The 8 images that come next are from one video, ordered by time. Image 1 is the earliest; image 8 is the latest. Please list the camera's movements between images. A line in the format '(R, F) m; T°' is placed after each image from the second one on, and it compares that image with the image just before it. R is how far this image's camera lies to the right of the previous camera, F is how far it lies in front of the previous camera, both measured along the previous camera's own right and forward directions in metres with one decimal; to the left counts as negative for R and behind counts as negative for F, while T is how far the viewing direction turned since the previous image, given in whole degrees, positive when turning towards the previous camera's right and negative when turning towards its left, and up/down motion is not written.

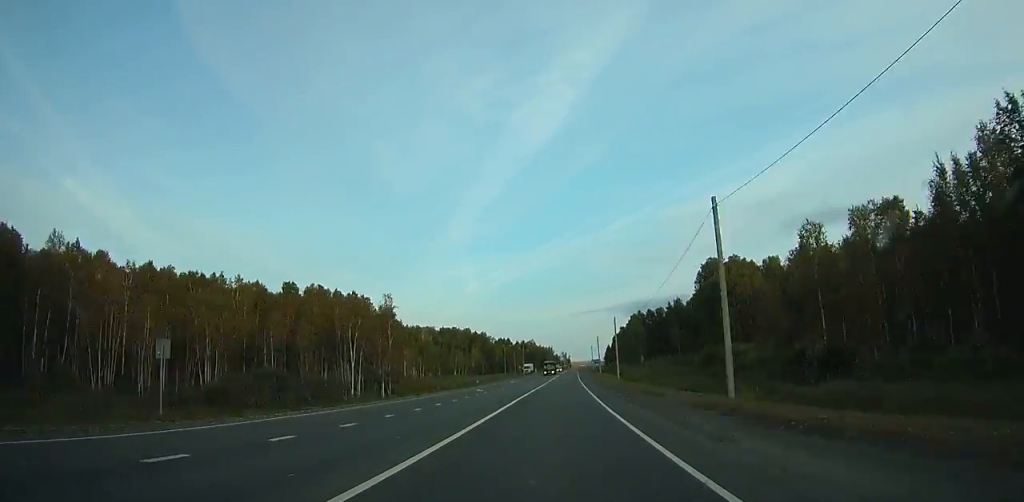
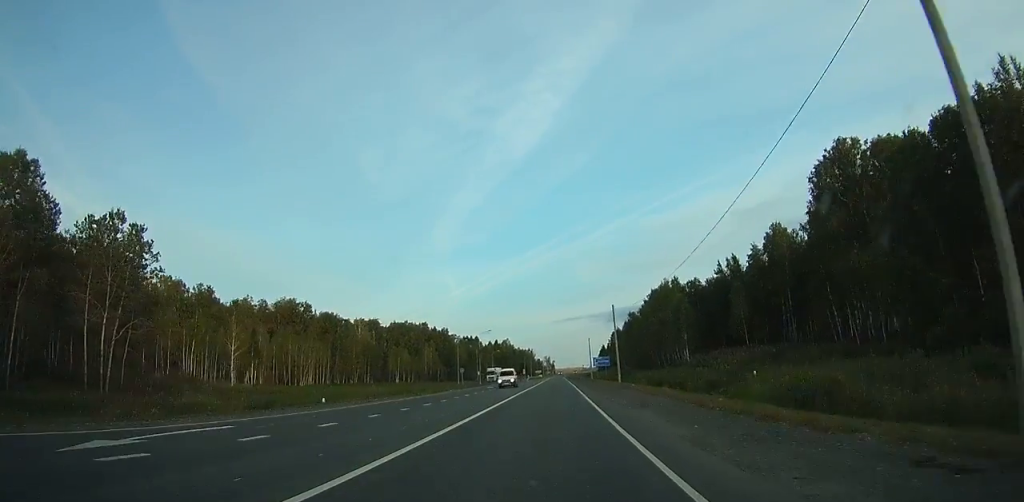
(+0.6, +72.3) m; +1°
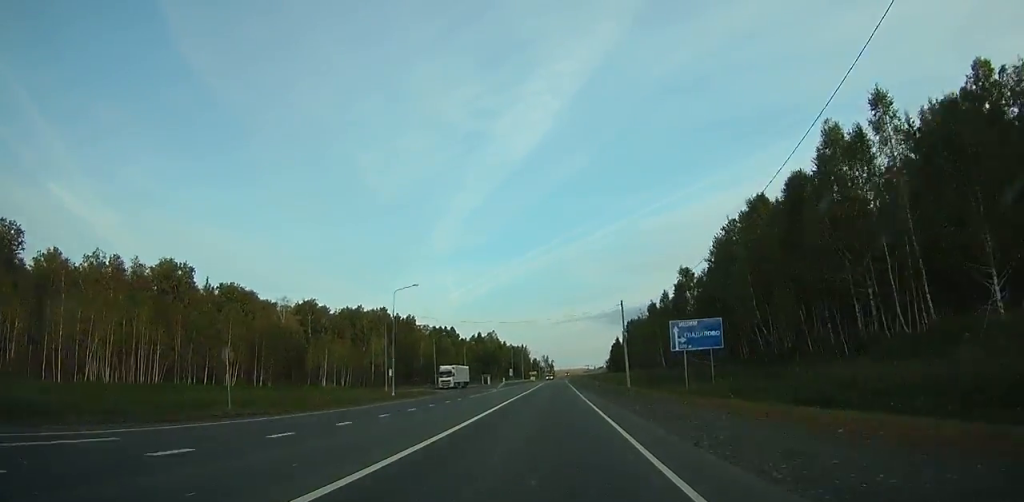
(+0.5, +62.9) m; +1°
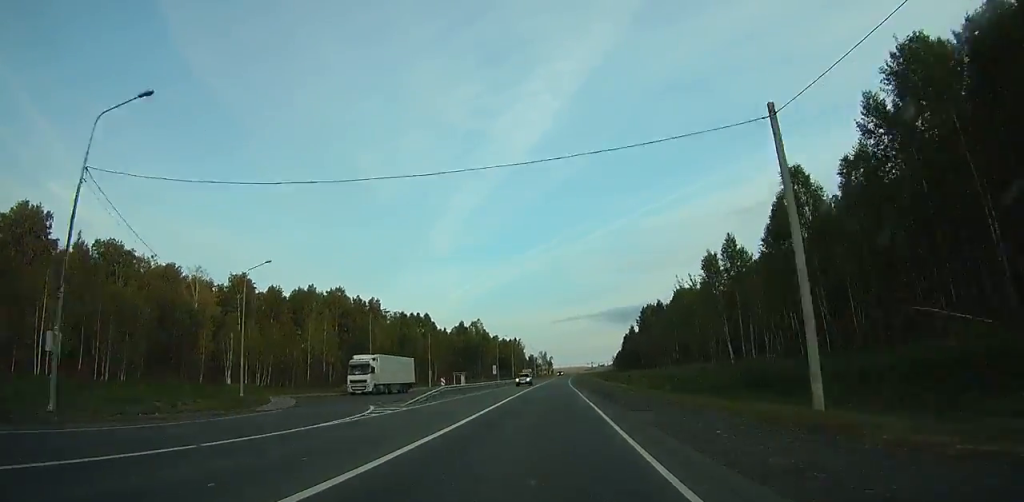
(0.0, +41.0) m; 0°
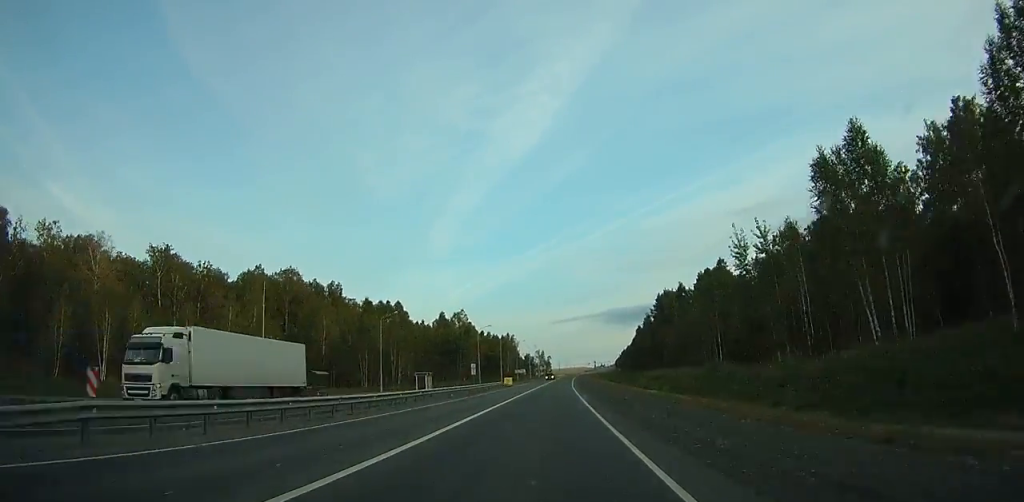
(0.0, +30.3) m; 0°
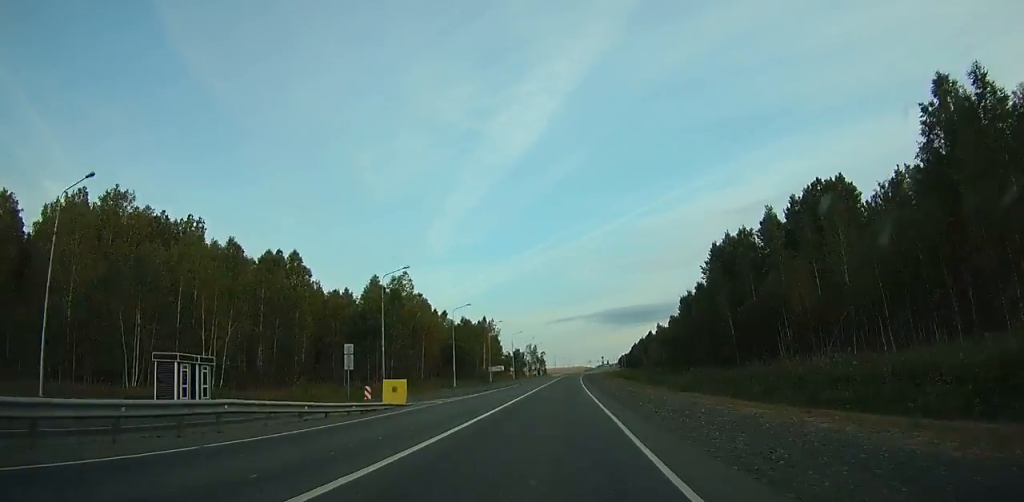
(+0.2, +58.6) m; 0°
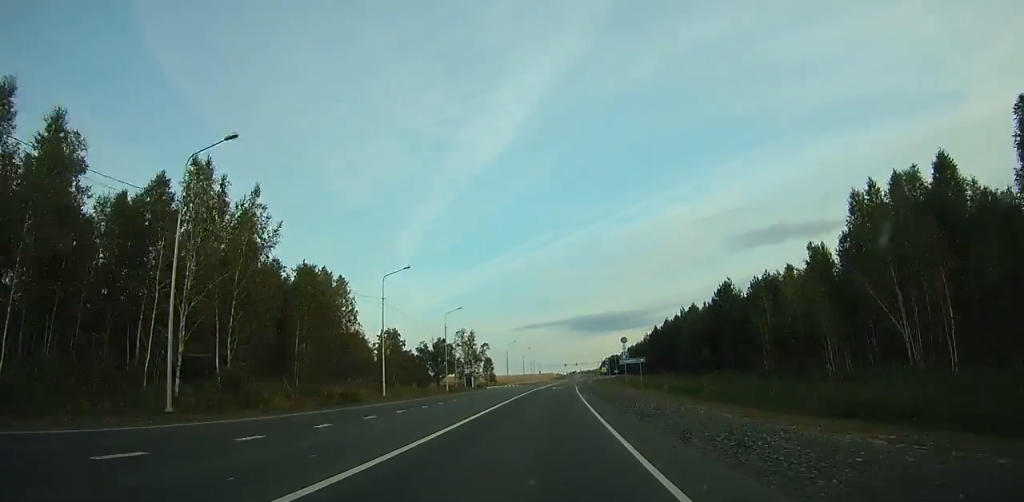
(+2.3, +119.5) m; +3°
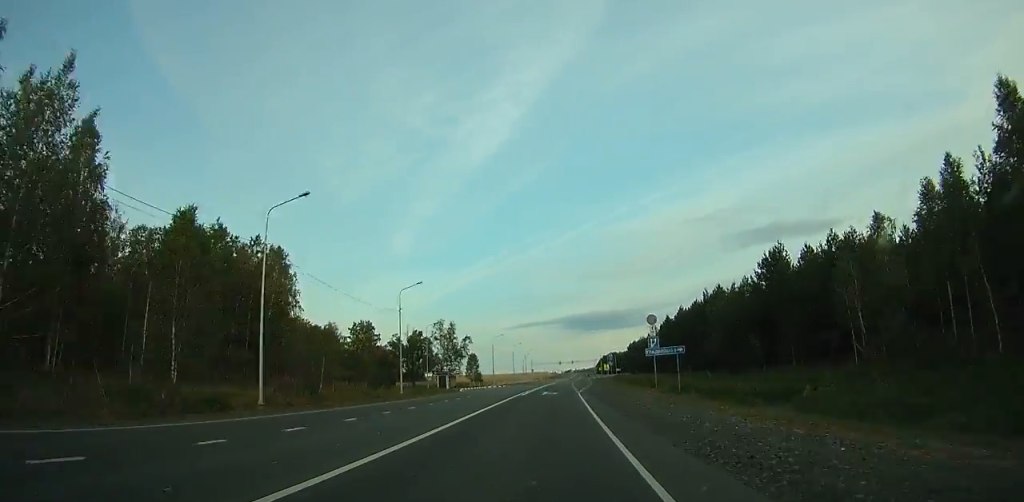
(0.0, +21.1) m; +1°
